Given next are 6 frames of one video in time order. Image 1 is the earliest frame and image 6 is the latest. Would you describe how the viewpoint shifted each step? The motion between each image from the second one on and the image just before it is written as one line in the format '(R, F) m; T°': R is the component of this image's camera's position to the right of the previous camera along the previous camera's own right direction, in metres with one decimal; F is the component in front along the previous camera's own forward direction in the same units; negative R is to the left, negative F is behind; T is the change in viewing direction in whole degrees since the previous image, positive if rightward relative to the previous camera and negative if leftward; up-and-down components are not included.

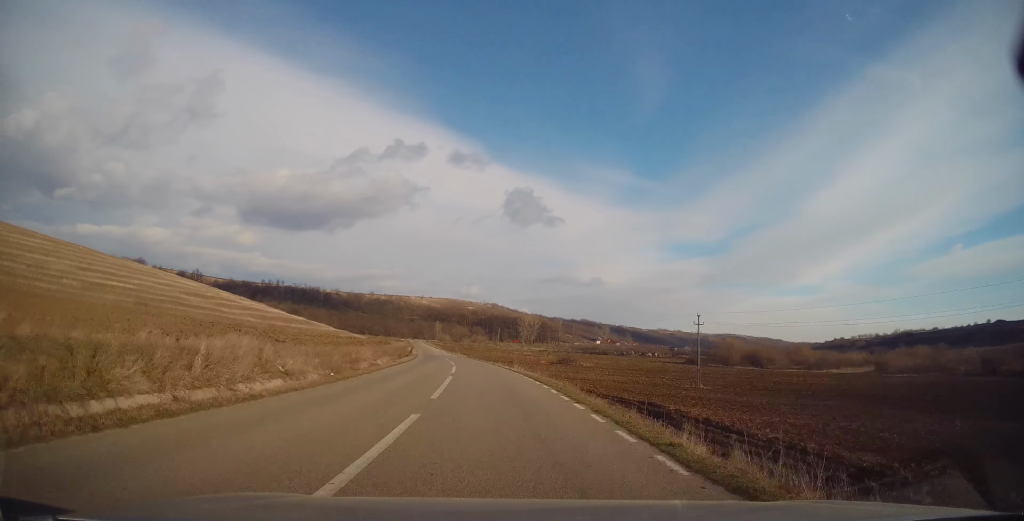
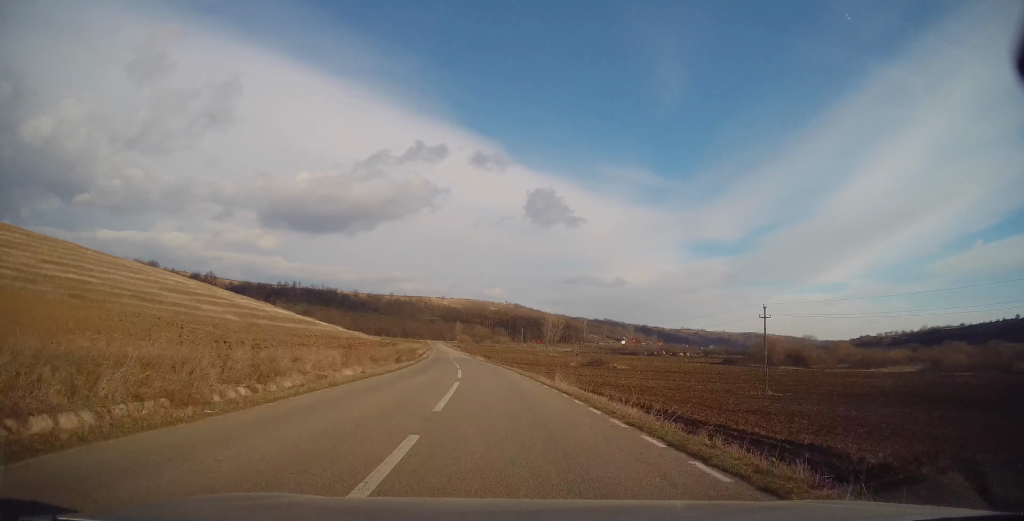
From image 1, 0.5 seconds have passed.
(-0.3, +14.0) m; -2°
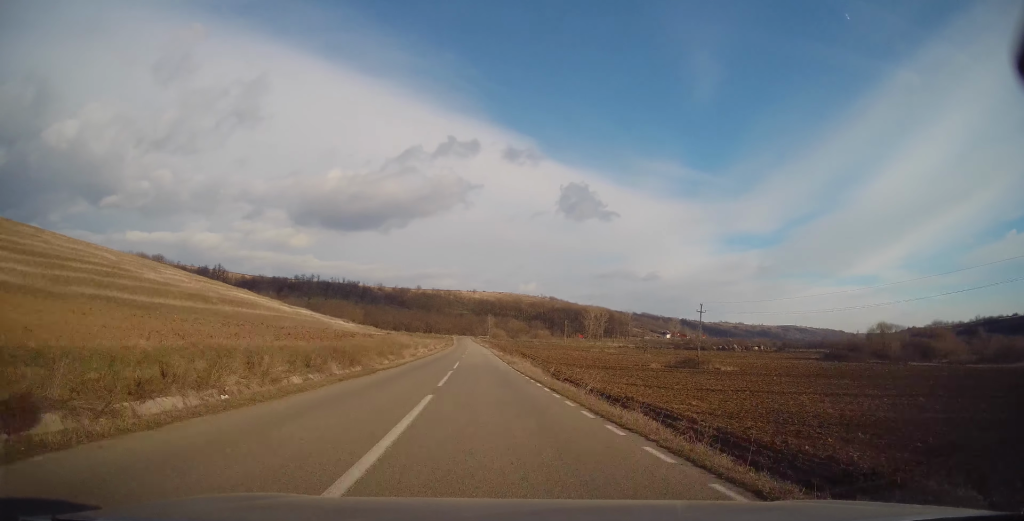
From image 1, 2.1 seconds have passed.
(-1.9, +41.0) m; -4°
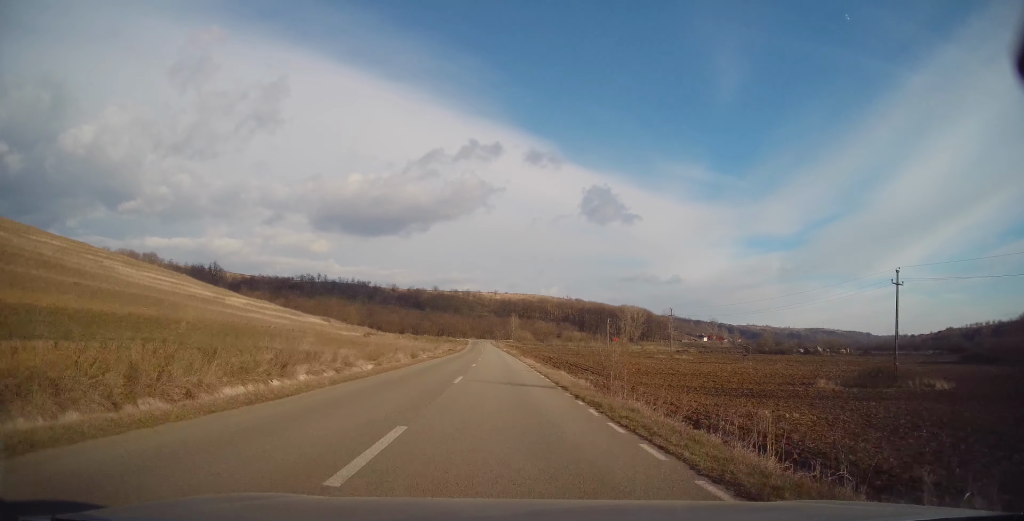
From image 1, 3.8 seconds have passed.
(-0.1, +42.4) m; -1°
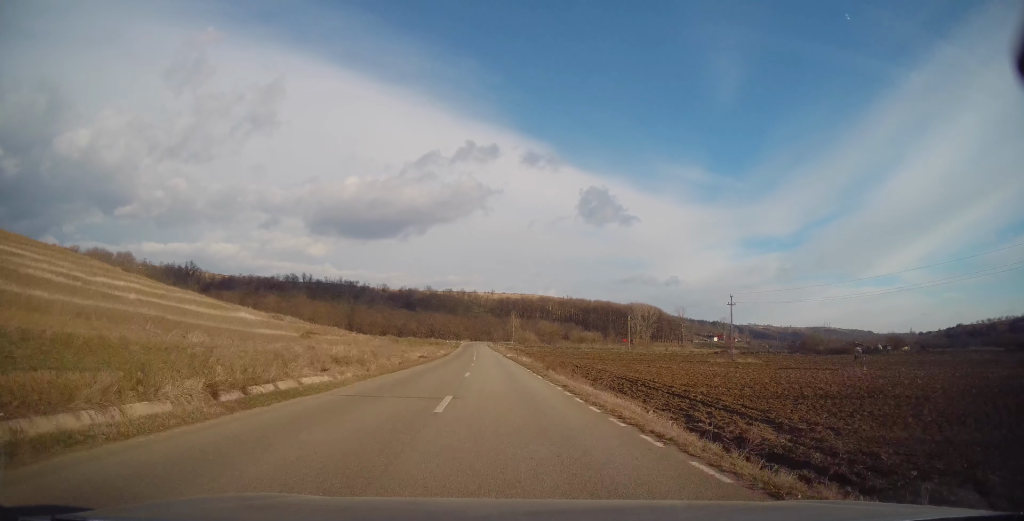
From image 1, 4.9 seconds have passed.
(-0.4, +30.4) m; -1°
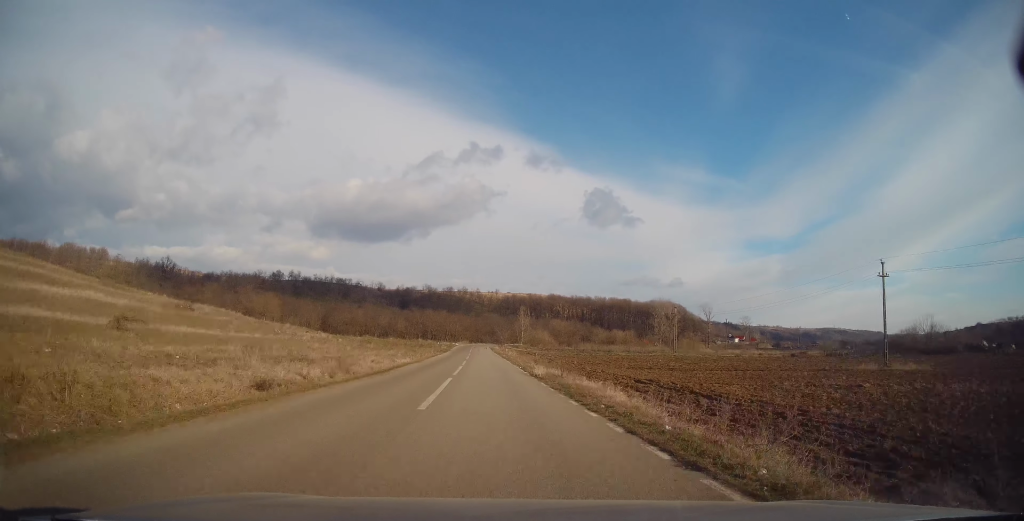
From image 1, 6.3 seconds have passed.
(0.0, +34.9) m; 0°
